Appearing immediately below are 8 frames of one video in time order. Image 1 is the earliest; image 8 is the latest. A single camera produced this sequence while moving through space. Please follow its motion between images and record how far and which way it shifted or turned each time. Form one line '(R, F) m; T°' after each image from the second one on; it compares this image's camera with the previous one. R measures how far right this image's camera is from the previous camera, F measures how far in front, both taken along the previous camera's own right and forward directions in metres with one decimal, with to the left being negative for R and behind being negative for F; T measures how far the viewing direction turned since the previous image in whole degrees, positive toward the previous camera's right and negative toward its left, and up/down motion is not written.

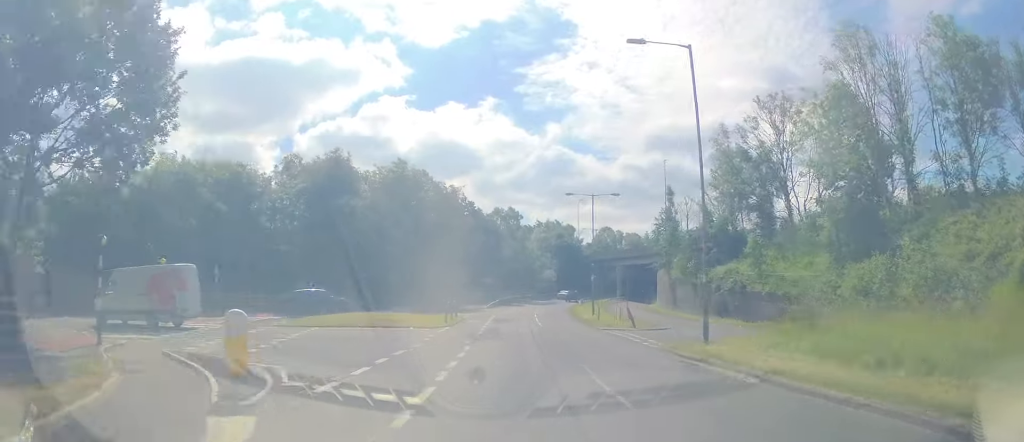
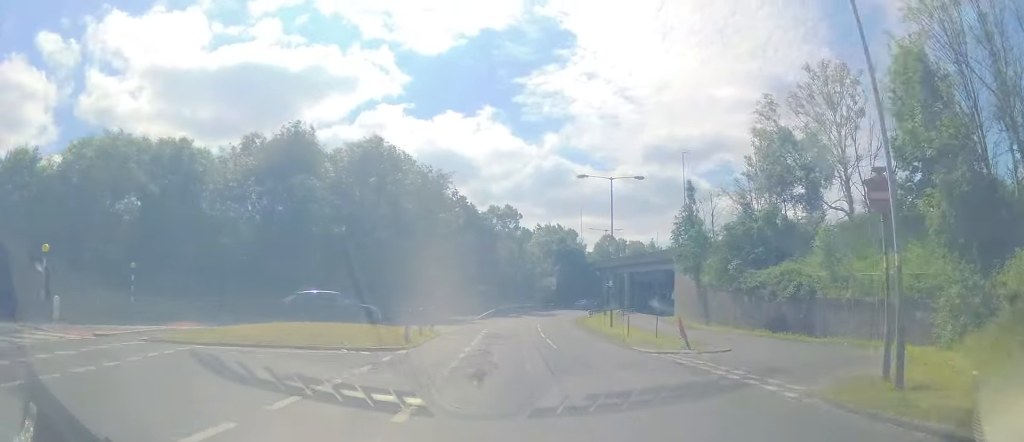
(-0.3, +9.8) m; 0°
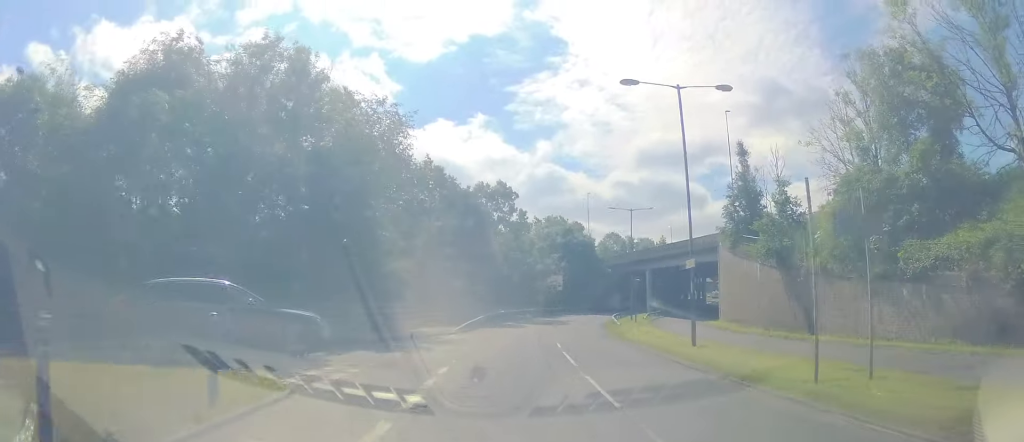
(+0.5, +17.3) m; +1°
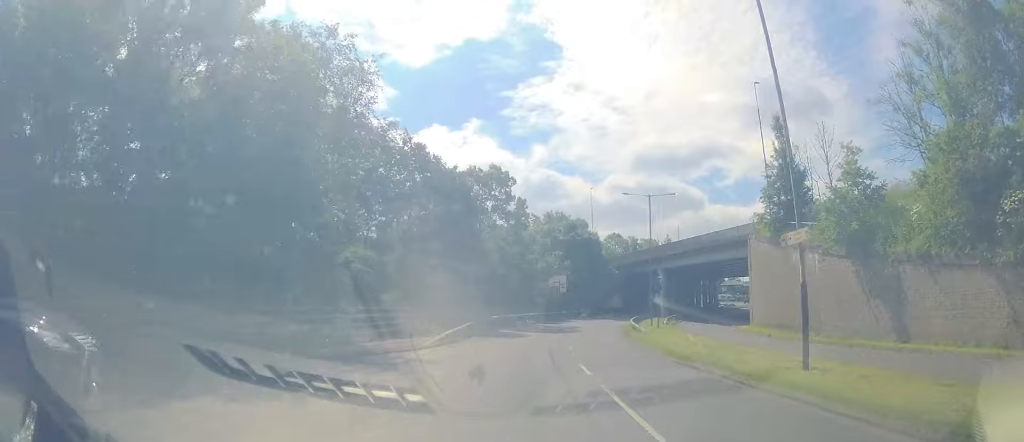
(-0.2, +8.4) m; +1°
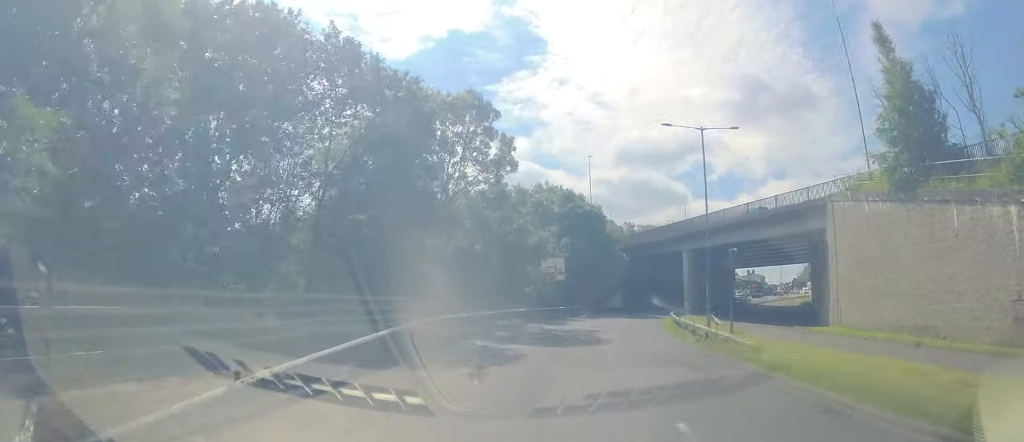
(+0.4, +16.1) m; +3°
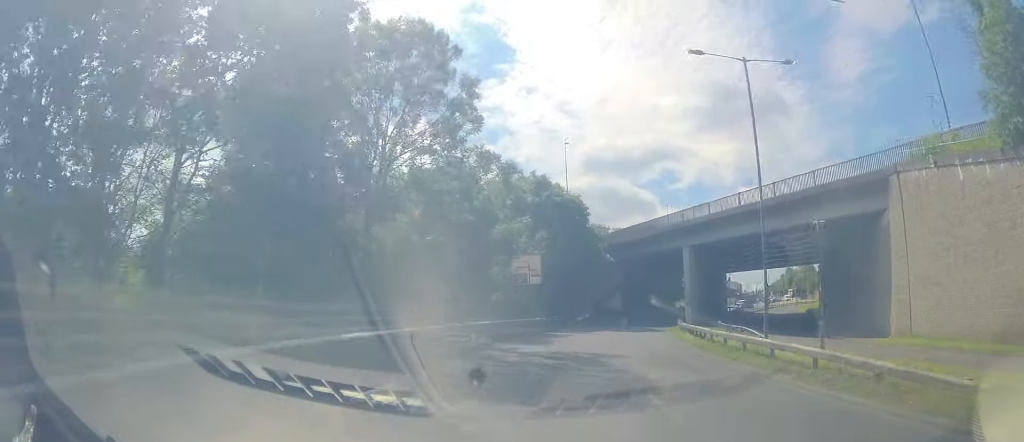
(+0.1, +9.8) m; +2°
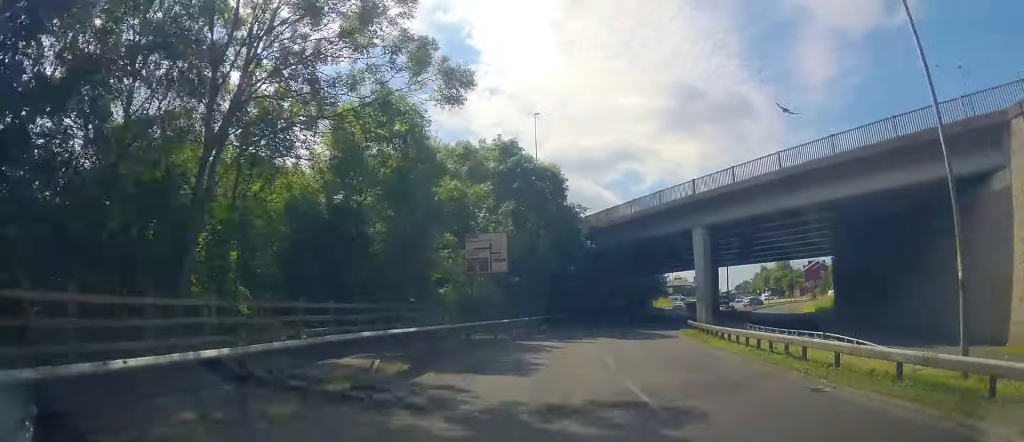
(+0.3, +10.8) m; +4°
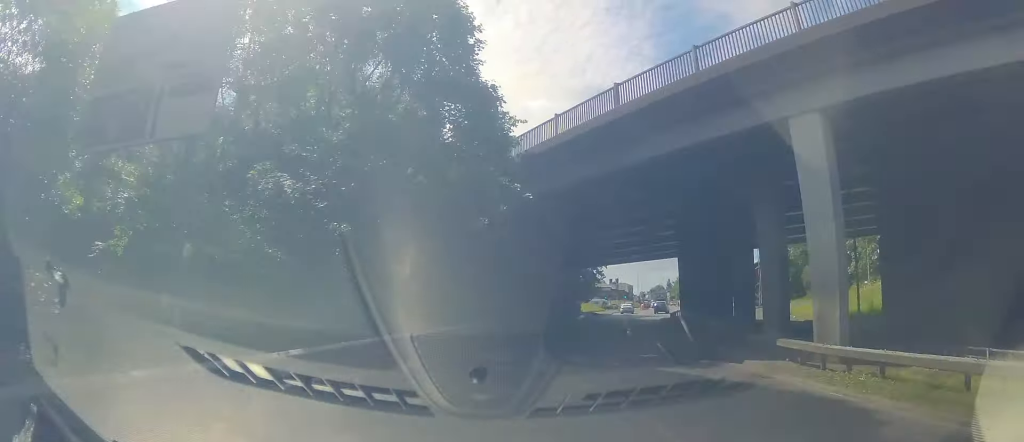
(+2.0, +21.7) m; +9°
